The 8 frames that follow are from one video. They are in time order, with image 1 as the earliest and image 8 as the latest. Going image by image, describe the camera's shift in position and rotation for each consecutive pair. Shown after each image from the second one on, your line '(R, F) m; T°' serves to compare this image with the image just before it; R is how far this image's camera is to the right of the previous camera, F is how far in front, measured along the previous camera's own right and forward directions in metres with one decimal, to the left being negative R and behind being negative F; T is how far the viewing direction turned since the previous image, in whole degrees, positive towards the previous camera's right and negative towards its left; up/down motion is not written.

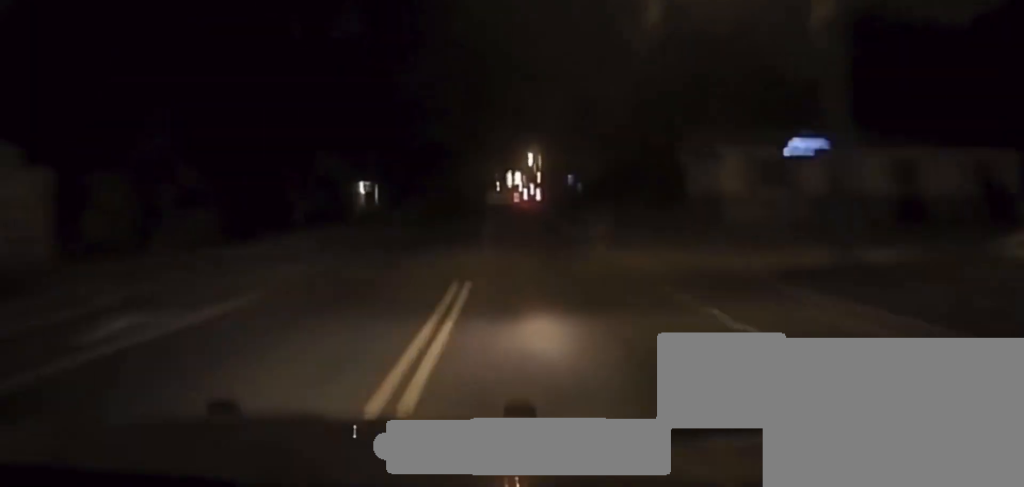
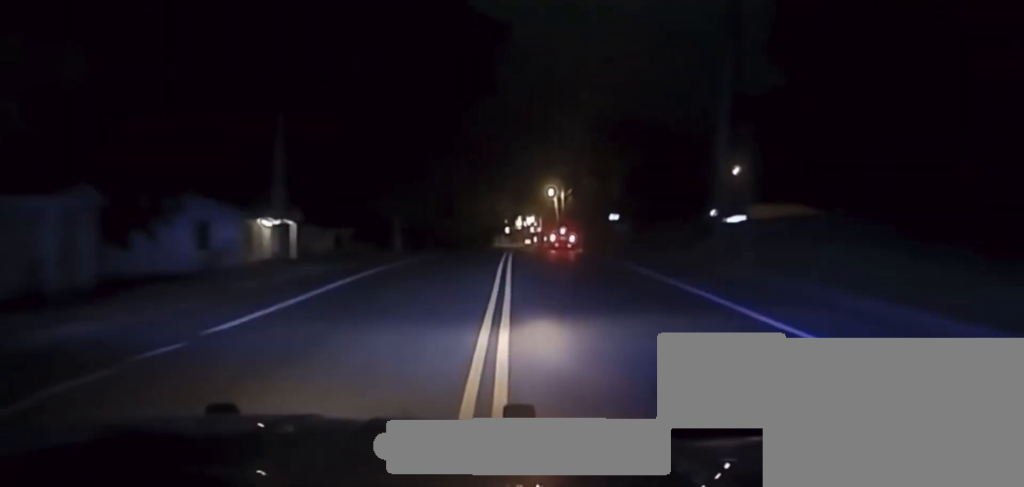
(-0.1, +38.4) m; 0°
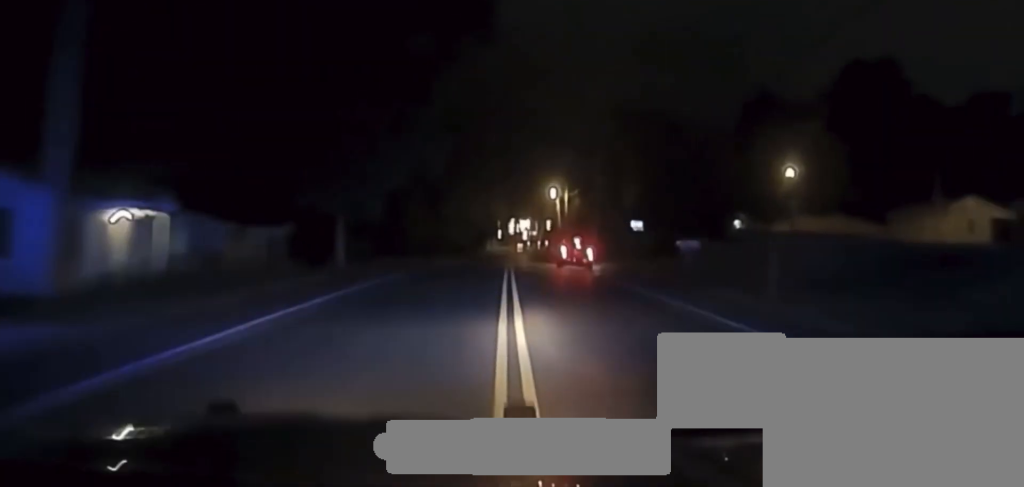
(-0.2, +20.1) m; 0°
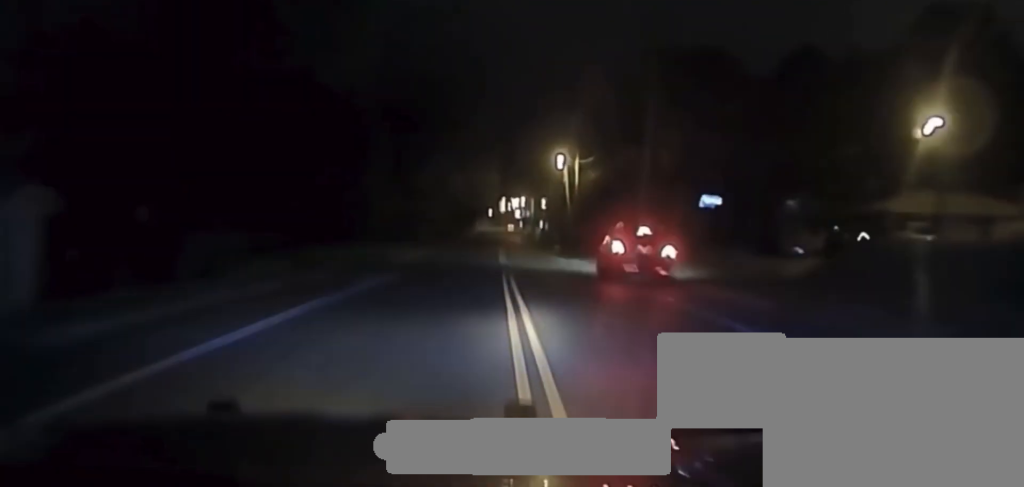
(+0.3, +25.9) m; 0°
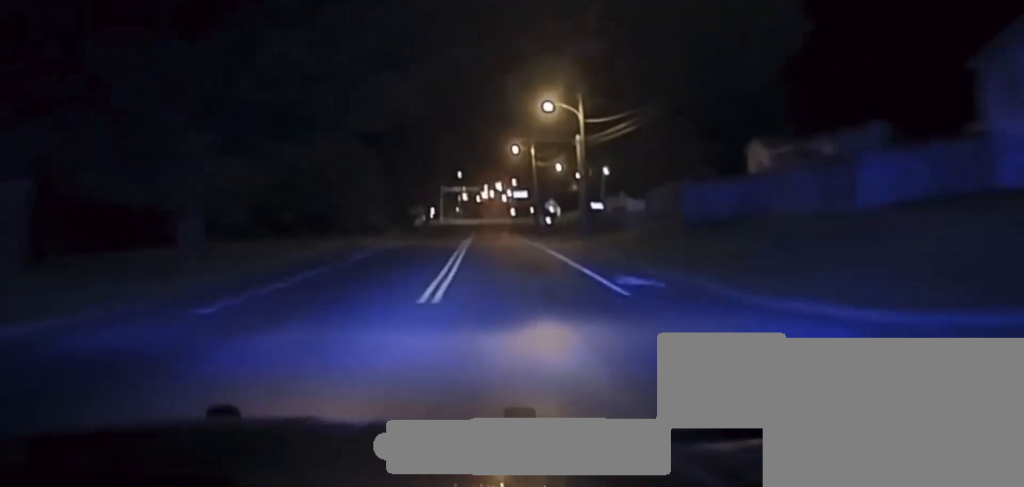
(+0.7, +129.9) m; +1°
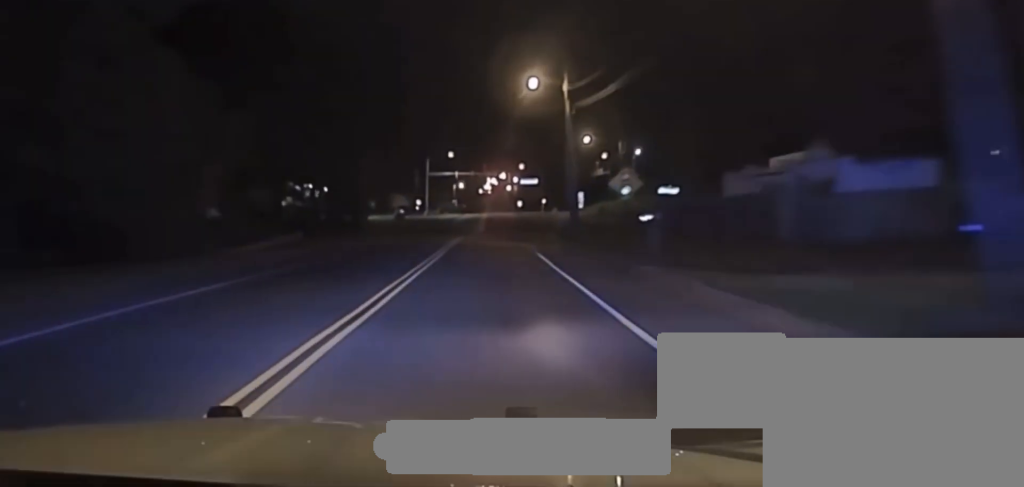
(+0.3, +43.5) m; 0°
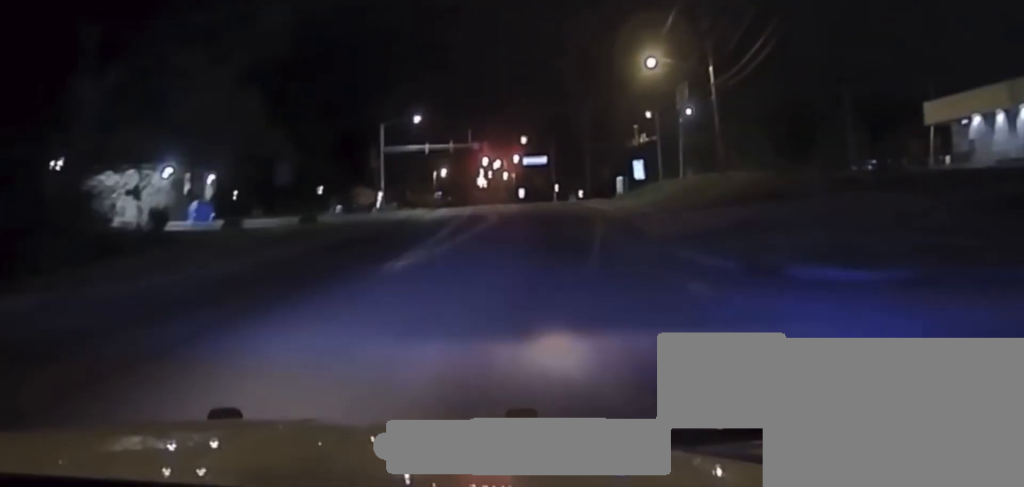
(-0.3, +48.7) m; 0°
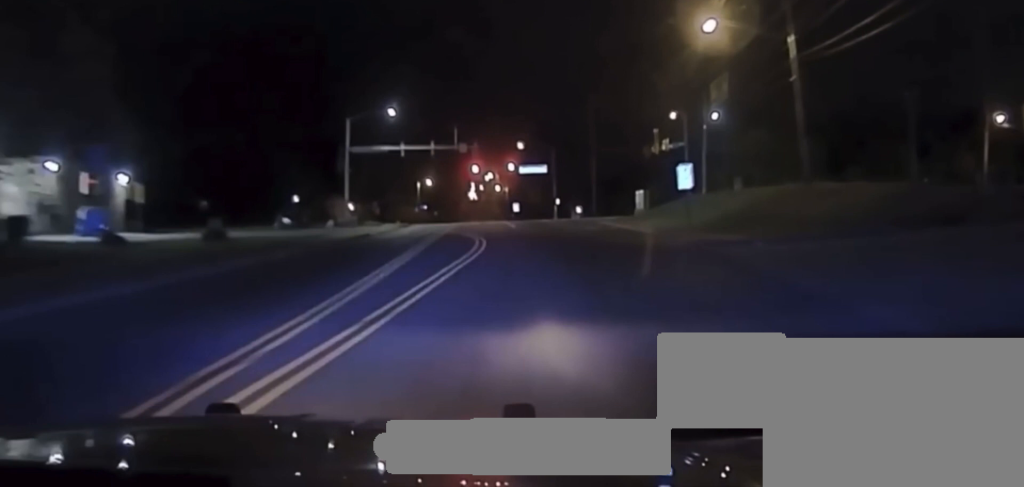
(0.0, +17.6) m; 0°
